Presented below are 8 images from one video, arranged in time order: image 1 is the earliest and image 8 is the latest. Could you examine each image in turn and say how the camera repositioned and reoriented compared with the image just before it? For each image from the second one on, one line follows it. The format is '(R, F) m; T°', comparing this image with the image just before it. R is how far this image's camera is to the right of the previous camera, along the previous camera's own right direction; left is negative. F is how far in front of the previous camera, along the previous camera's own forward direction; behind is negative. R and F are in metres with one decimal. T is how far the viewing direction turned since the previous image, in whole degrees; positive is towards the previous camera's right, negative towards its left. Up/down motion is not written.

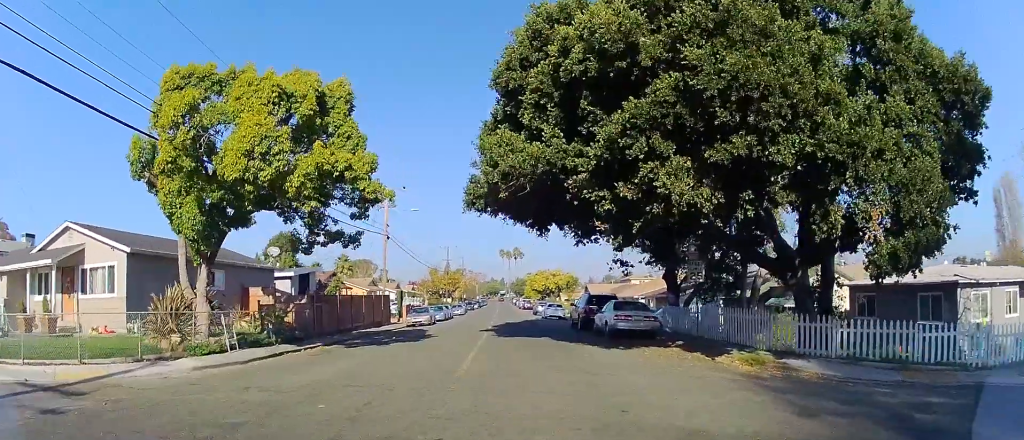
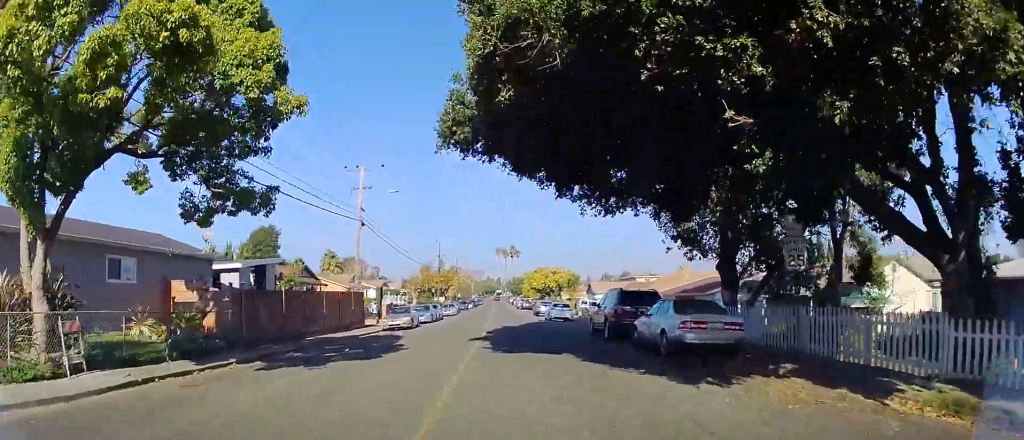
(+0.1, +6.9) m; +2°
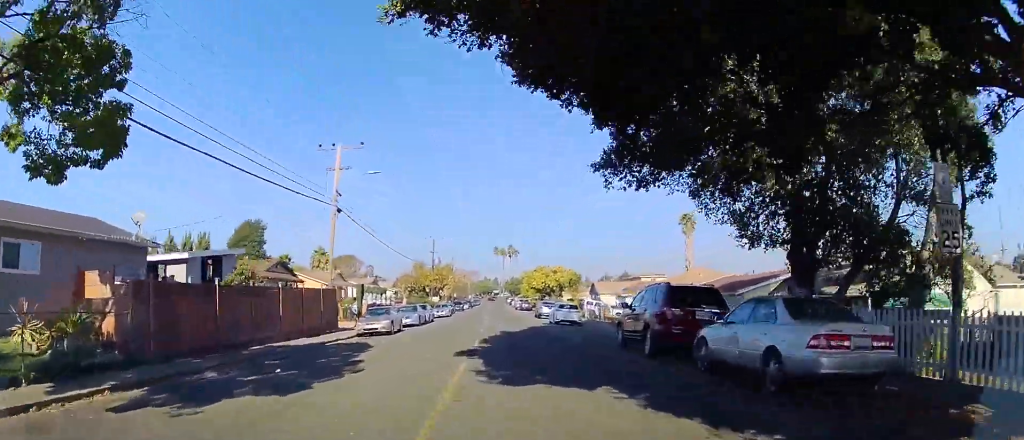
(+0.1, +5.1) m; +1°
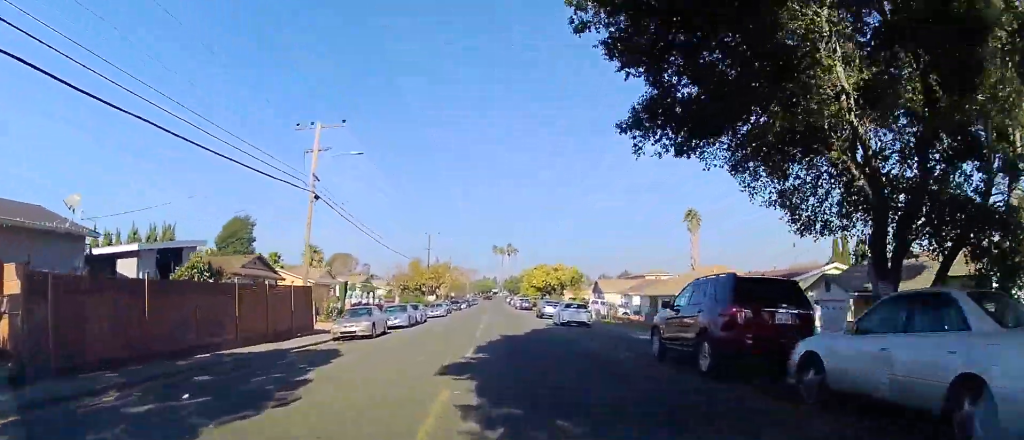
(0.0, +3.6) m; -1°
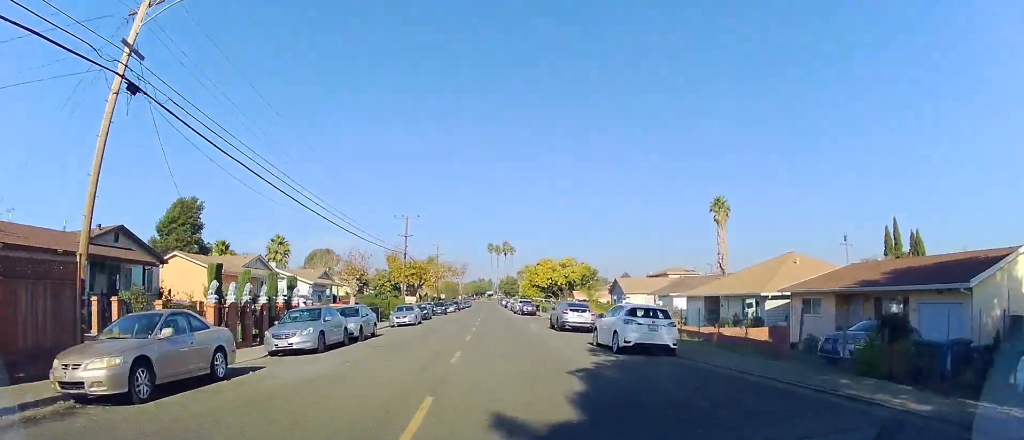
(-0.4, +14.8) m; 0°
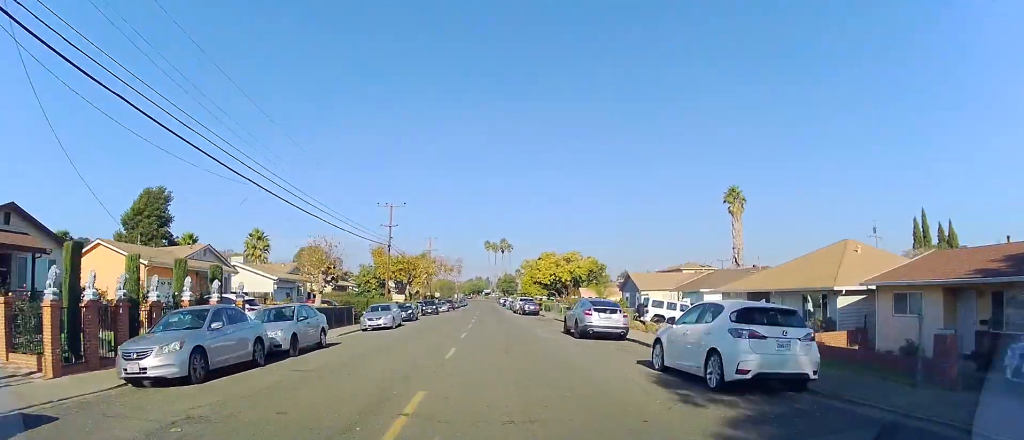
(+0.3, +7.1) m; 0°
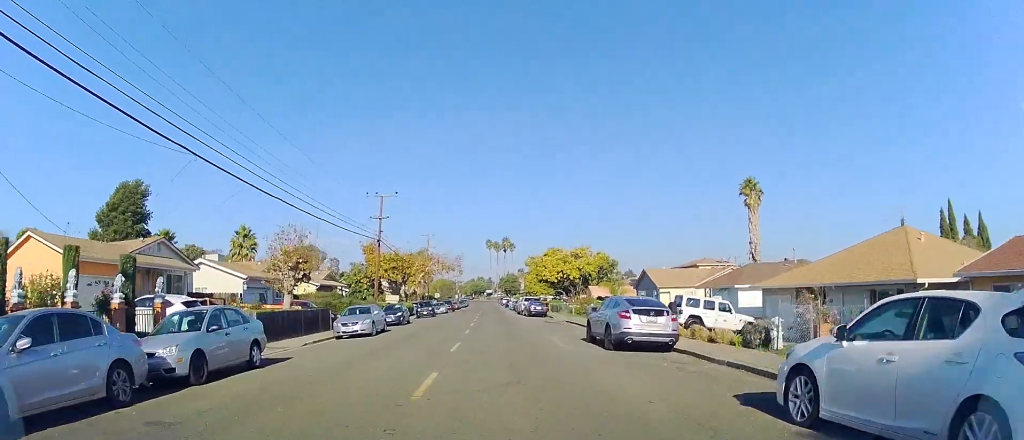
(0.0, +5.2) m; -1°
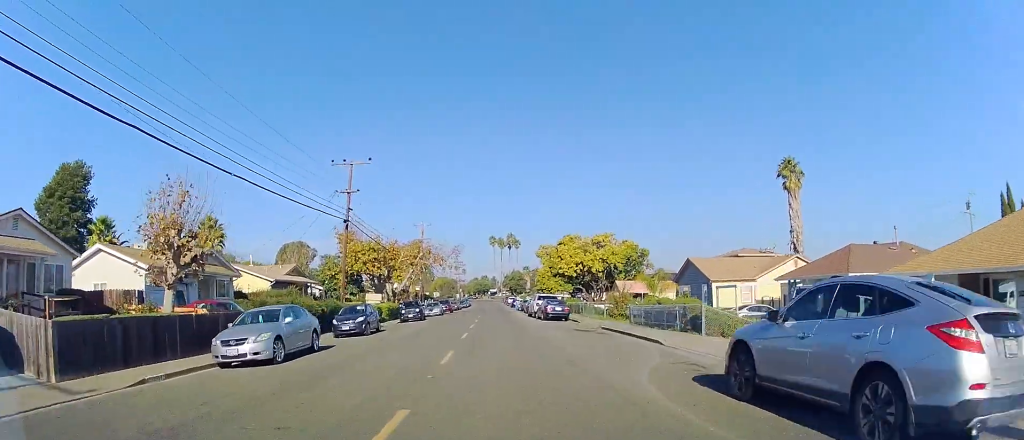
(-0.3, +10.9) m; -1°
